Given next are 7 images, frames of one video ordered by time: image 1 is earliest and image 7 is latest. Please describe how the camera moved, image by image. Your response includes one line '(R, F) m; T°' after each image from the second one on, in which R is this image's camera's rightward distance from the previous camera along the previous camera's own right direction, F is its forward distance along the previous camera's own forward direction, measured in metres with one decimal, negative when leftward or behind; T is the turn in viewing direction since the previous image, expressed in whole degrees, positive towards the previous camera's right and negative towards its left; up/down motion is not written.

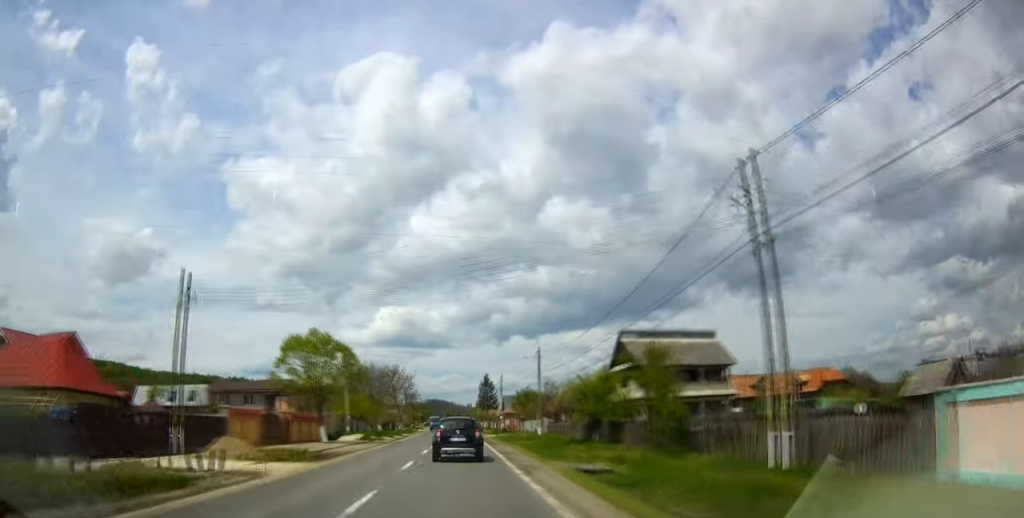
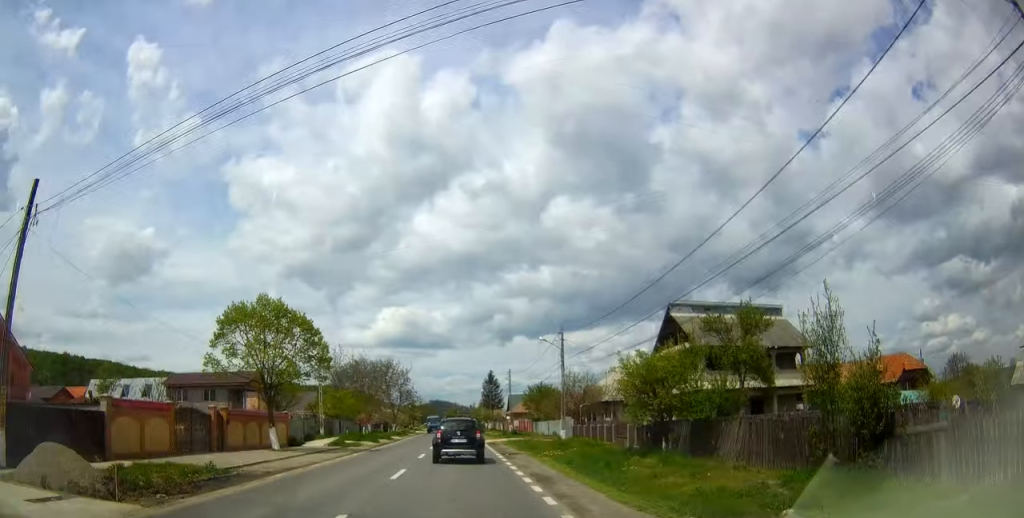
(-0.4, +11.4) m; -1°
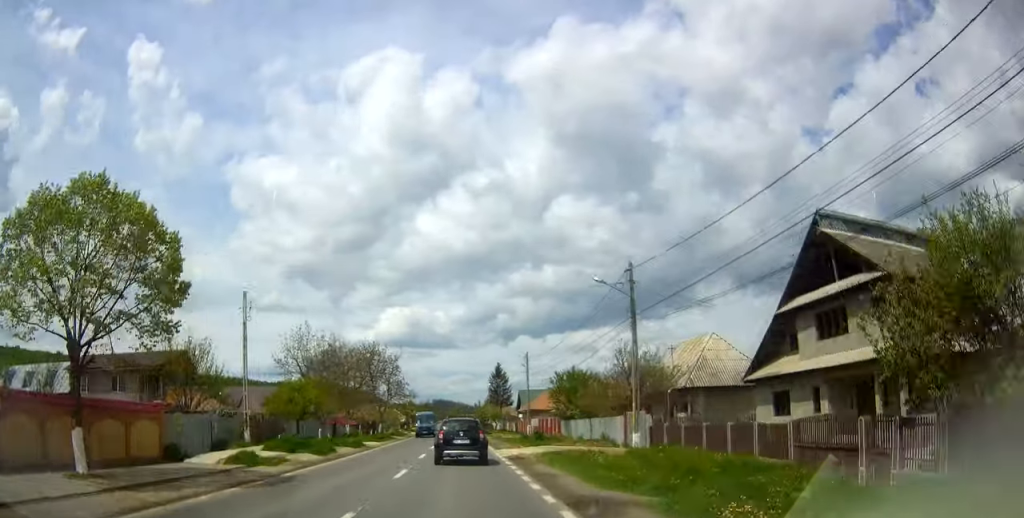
(-0.1, +16.2) m; +1°
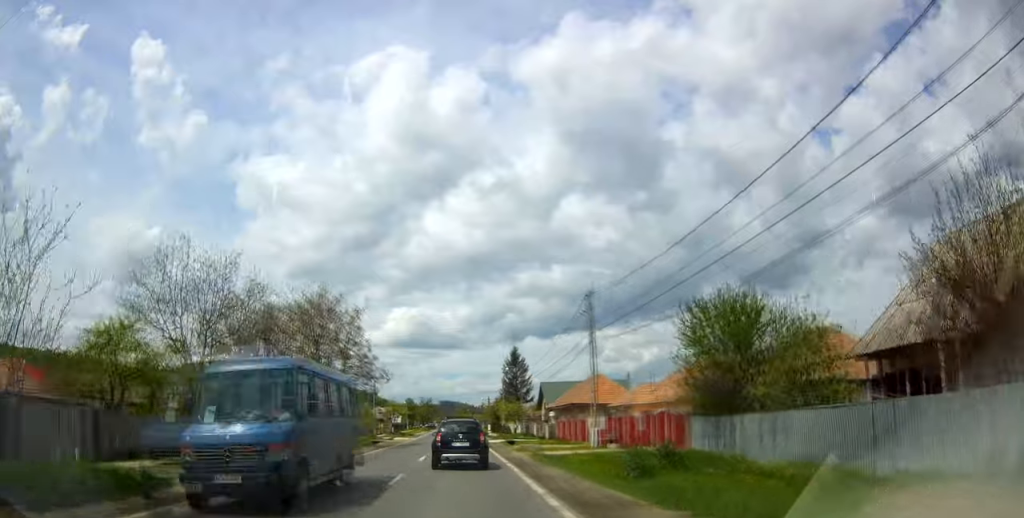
(+0.8, +28.2) m; +1°
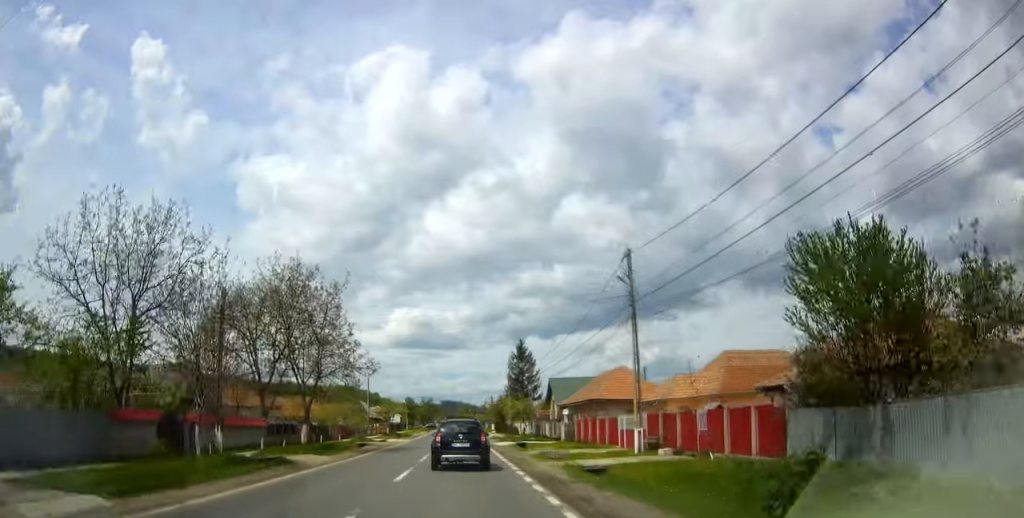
(-0.2, +9.0) m; -1°
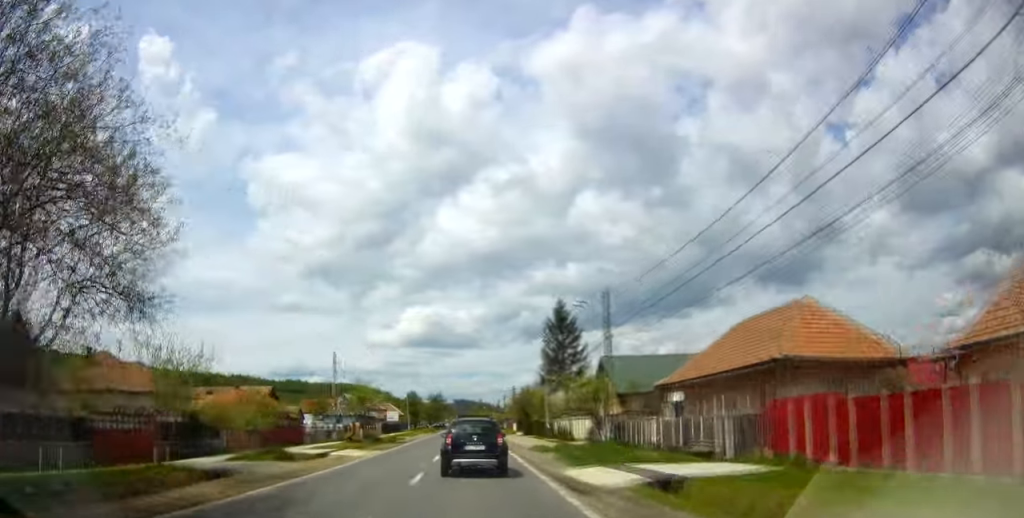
(-0.4, +30.9) m; 0°
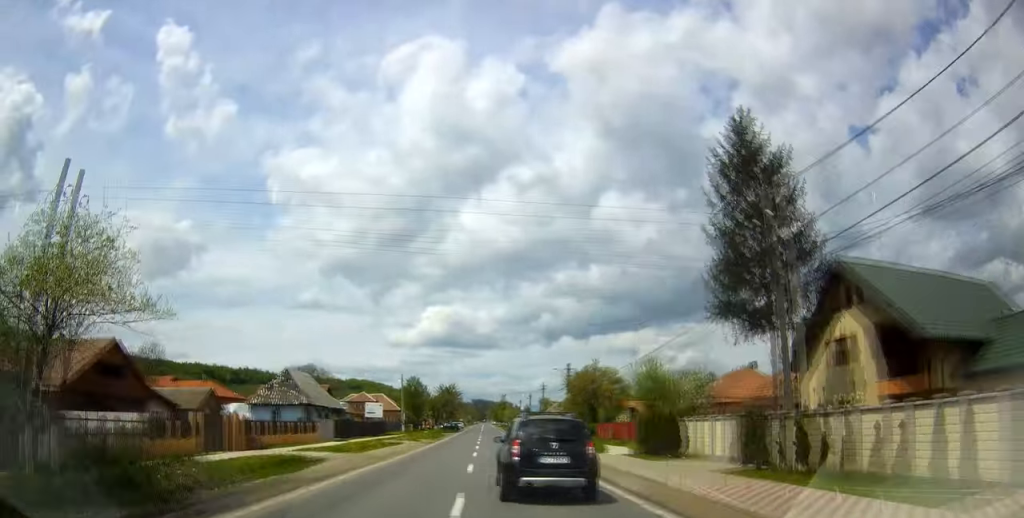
(-0.5, +39.6) m; -3°
